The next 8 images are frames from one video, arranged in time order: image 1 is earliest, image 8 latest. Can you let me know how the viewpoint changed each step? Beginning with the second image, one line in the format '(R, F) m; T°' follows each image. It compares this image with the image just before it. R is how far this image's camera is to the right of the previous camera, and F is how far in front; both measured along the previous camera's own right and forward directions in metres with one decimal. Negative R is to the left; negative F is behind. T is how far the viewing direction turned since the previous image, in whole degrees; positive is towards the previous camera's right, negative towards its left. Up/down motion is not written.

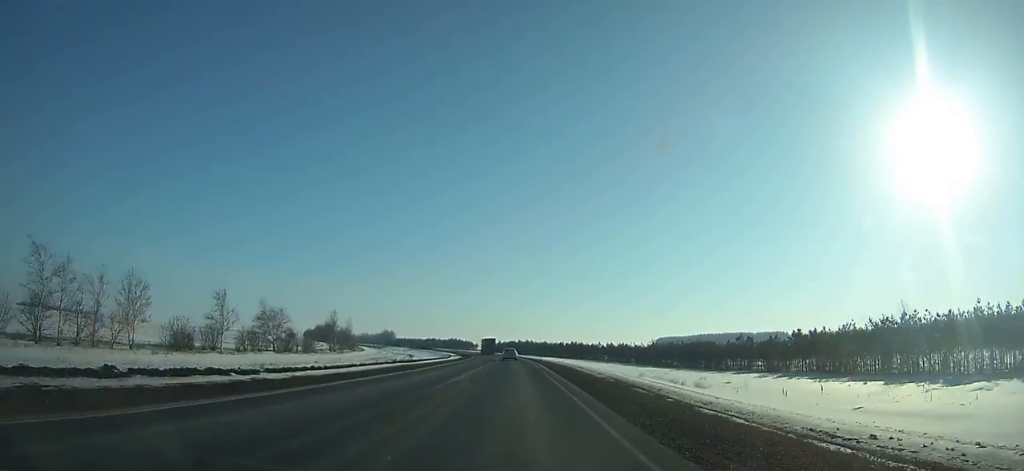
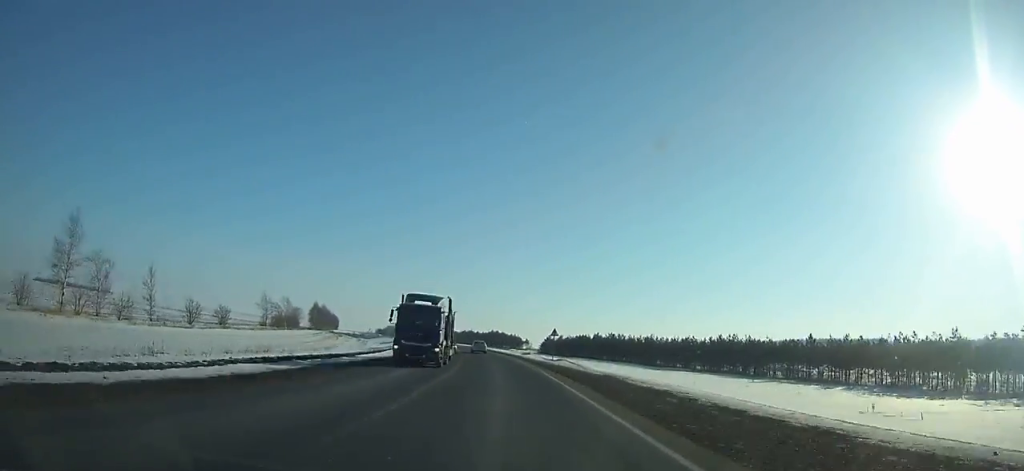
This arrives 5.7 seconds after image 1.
(-6.2, +129.0) m; -8°
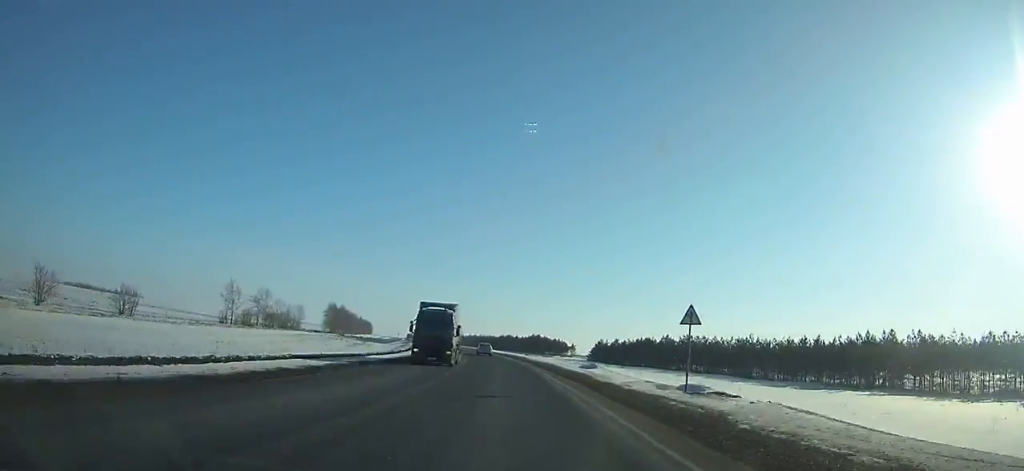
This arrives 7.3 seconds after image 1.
(-0.6, +36.7) m; -3°
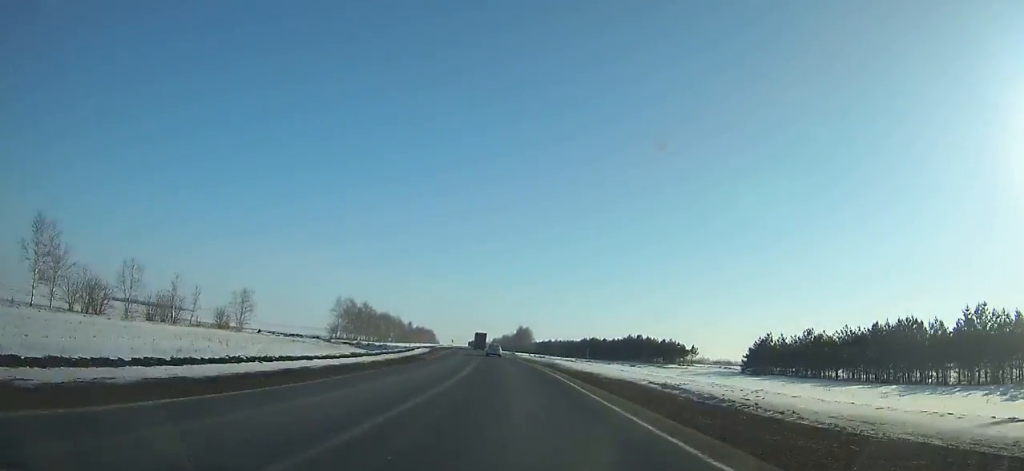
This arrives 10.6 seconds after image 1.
(-4.0, +75.8) m; -6°
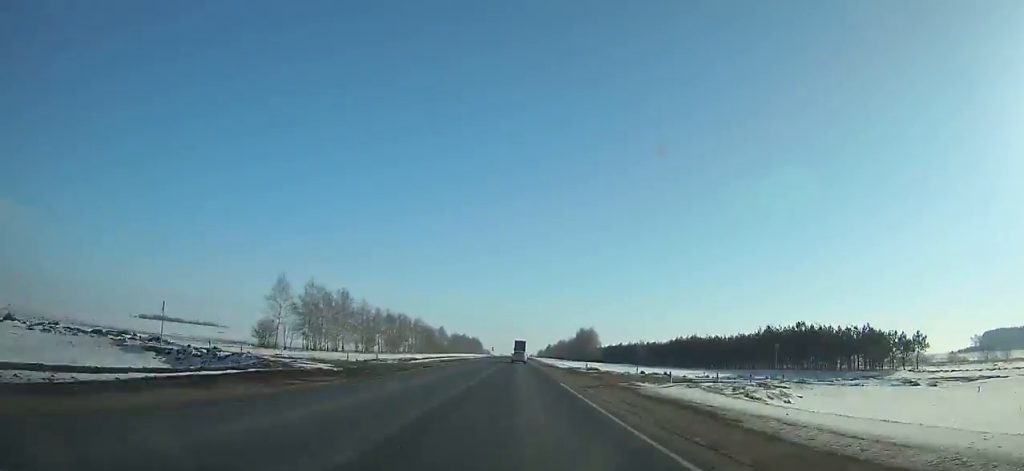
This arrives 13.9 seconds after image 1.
(-3.2, +75.9) m; -3°
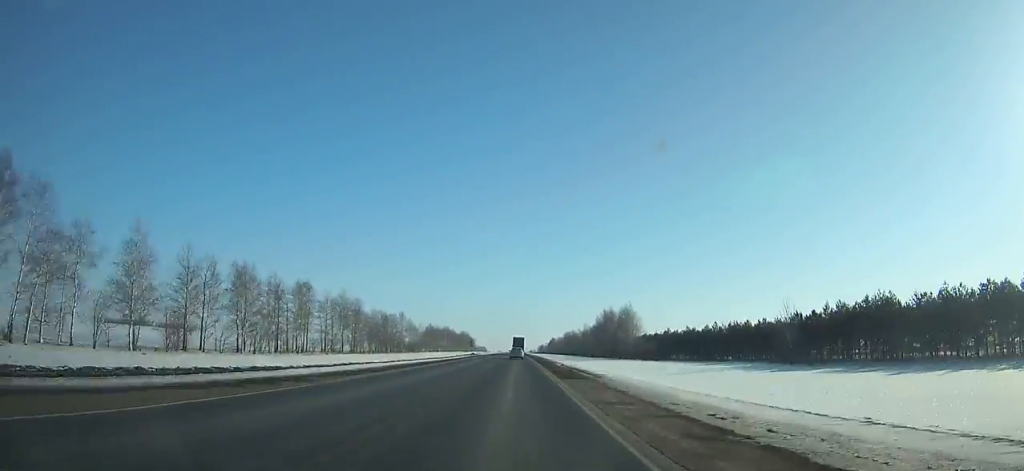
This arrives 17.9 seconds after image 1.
(-1.4, +91.6) m; -1°
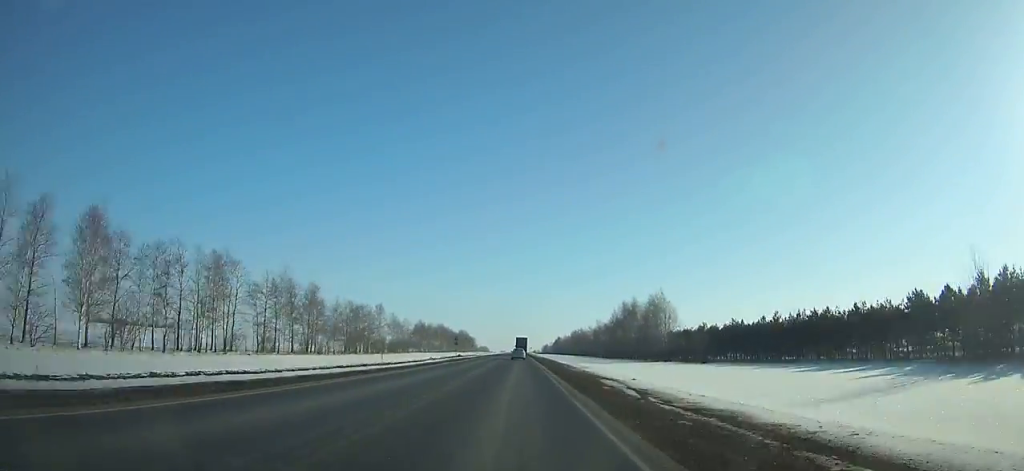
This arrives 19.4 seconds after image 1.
(0.0, +34.3) m; 0°
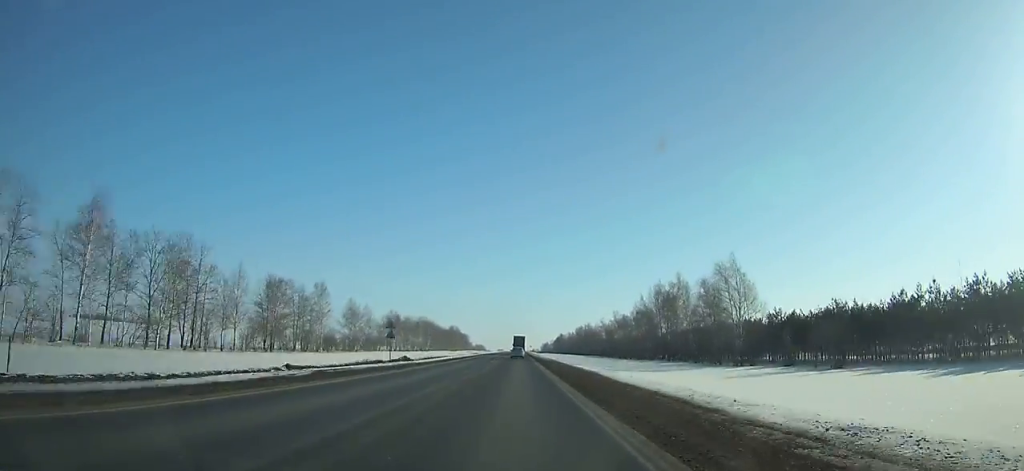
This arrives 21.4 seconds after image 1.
(+0.1, +45.8) m; 0°
